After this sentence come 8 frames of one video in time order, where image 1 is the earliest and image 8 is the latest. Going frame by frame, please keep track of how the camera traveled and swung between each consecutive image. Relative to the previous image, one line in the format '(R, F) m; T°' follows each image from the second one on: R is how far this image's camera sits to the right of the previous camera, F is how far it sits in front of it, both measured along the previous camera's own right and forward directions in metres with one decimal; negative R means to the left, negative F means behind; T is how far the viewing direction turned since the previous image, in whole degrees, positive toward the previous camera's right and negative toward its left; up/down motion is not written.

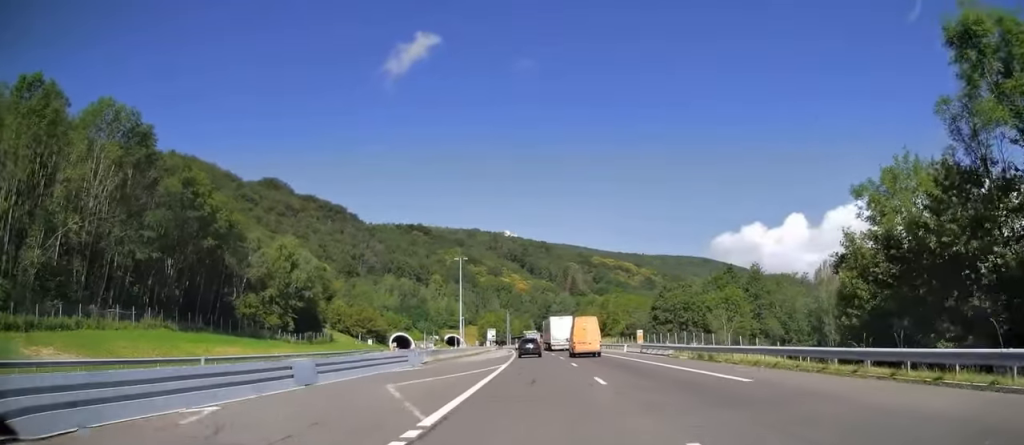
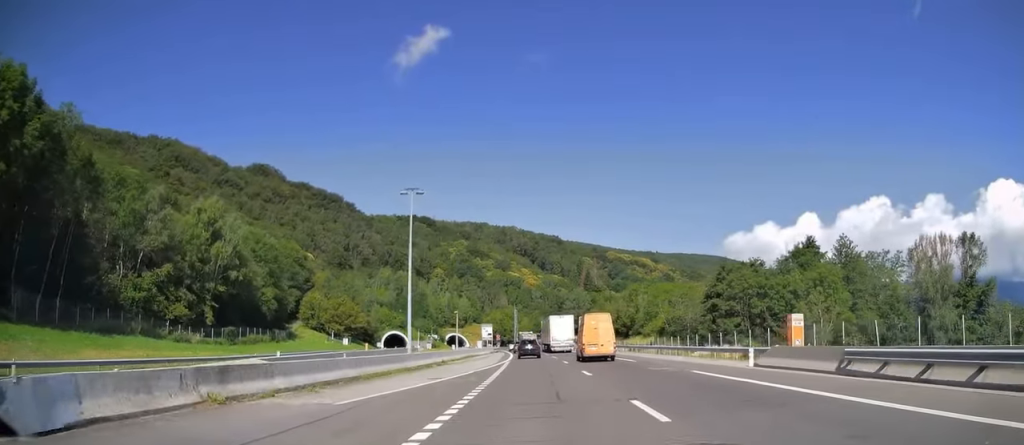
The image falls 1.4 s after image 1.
(+0.2, +32.9) m; 0°
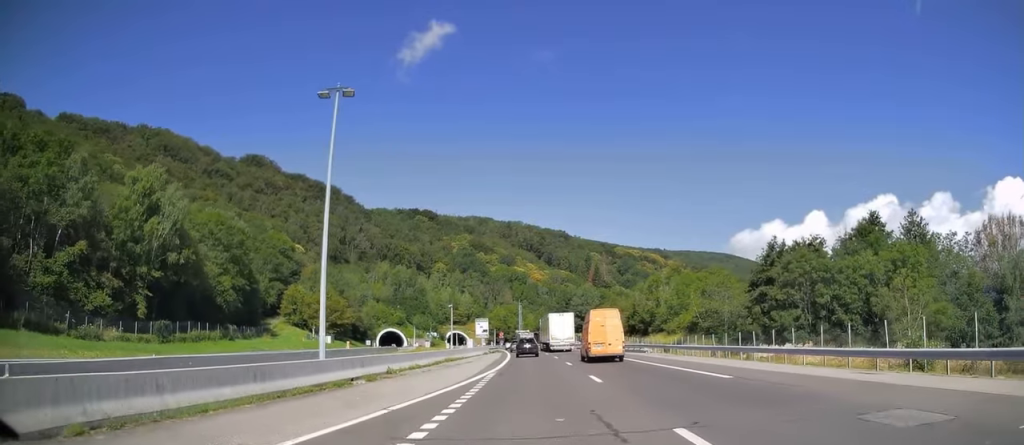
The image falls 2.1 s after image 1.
(-0.3, +17.0) m; -1°
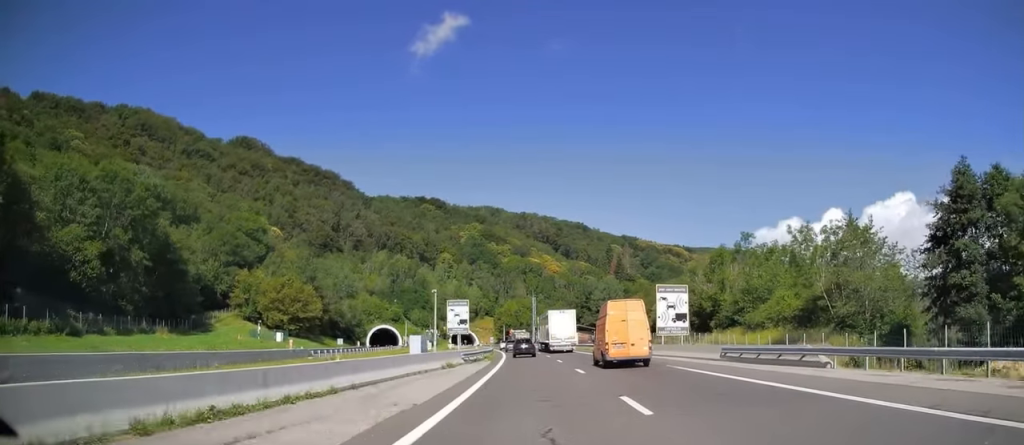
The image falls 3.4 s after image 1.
(-0.3, +33.5) m; -2°
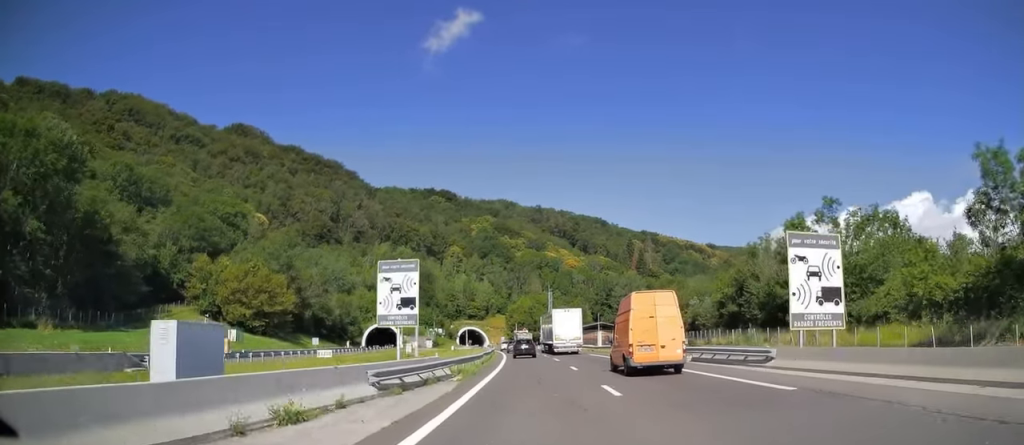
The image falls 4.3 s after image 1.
(-0.4, +22.0) m; -2°
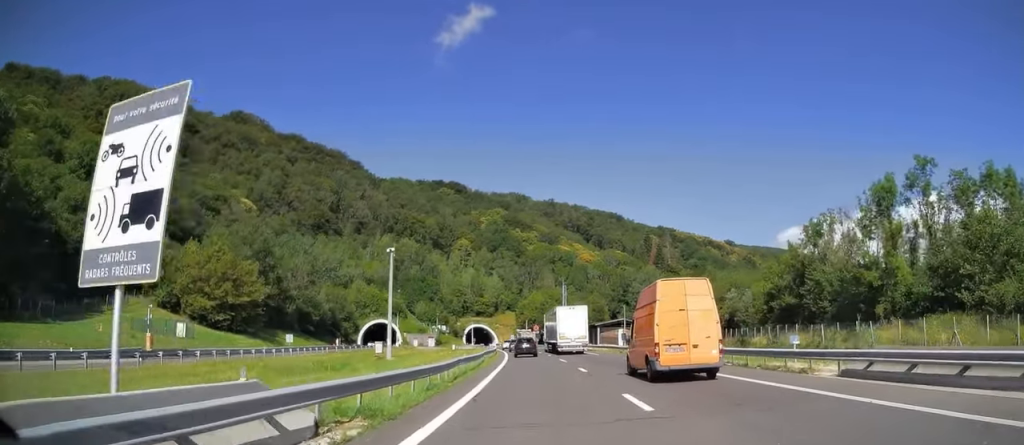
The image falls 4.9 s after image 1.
(-0.3, +15.9) m; -1°
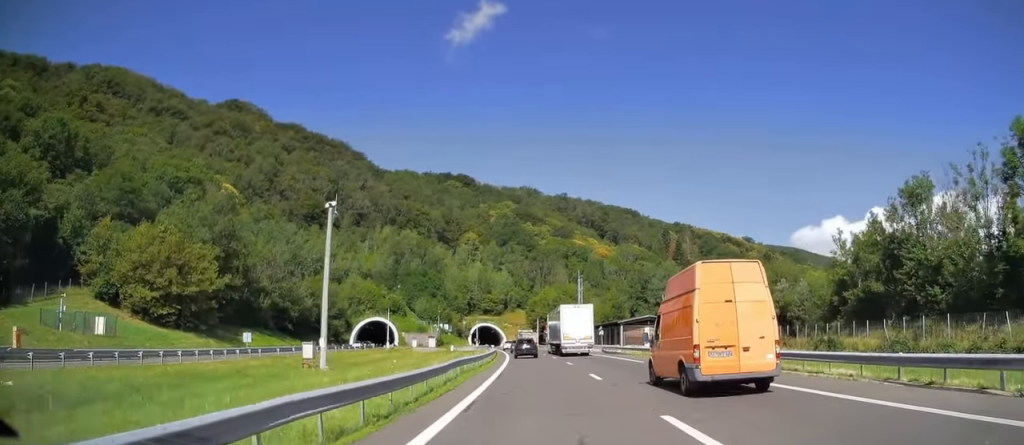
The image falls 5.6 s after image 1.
(-0.2, +16.8) m; -1°
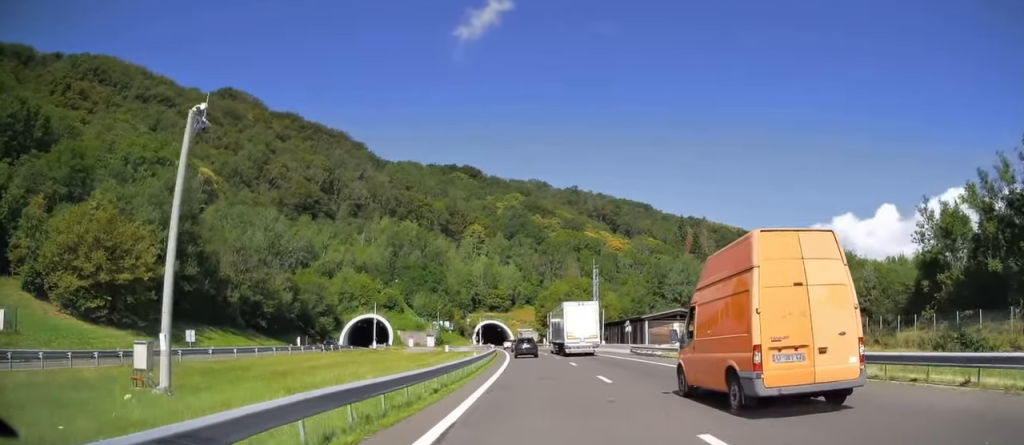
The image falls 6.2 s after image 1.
(0.0, +14.7) m; -1°
